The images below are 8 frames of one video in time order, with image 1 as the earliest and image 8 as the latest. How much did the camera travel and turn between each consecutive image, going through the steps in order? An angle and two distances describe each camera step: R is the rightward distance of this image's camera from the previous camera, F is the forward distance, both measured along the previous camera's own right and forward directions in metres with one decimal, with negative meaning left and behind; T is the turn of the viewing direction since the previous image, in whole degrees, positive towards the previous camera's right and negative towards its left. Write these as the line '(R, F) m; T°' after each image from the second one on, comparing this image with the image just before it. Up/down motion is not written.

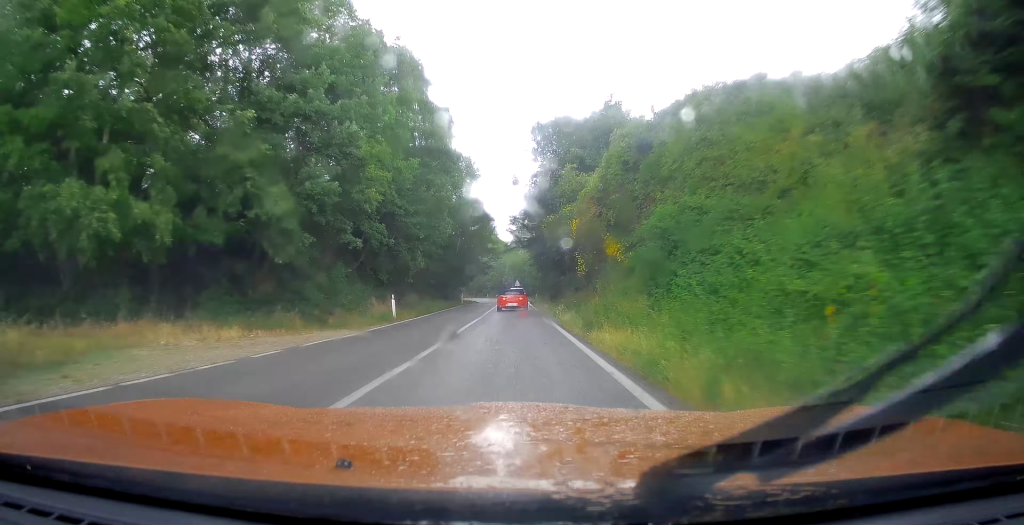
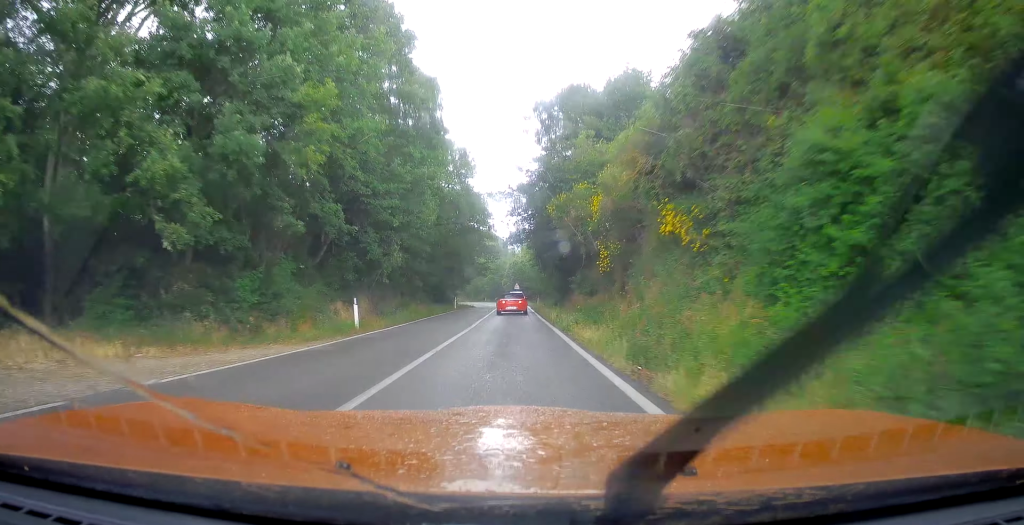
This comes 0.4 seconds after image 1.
(0.0, +6.4) m; 0°
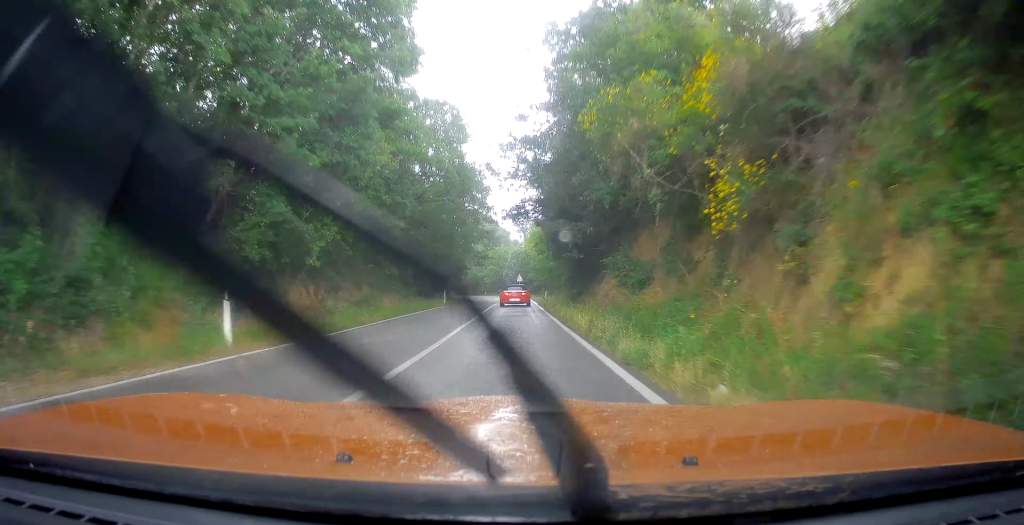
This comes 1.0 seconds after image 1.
(0.0, +9.6) m; 0°
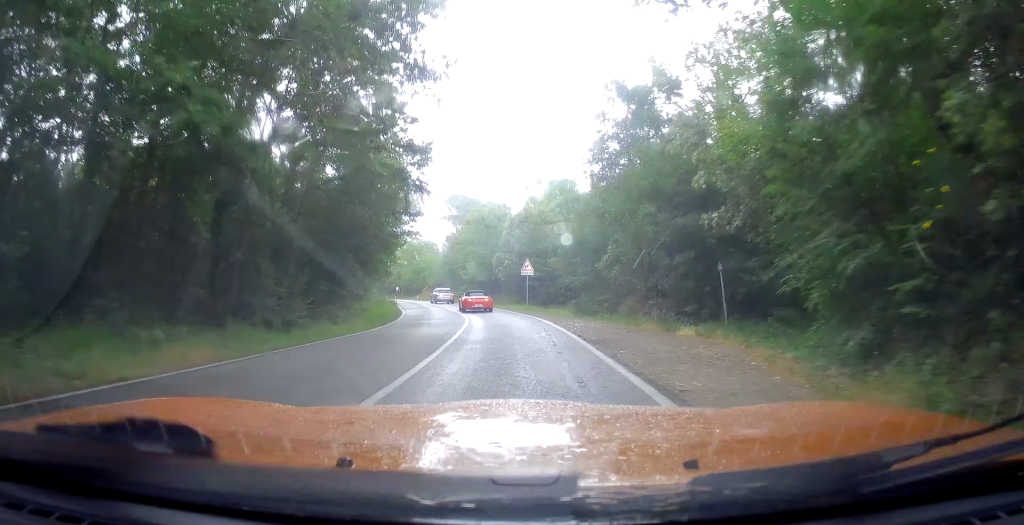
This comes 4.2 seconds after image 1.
(+0.7, +47.4) m; -2°
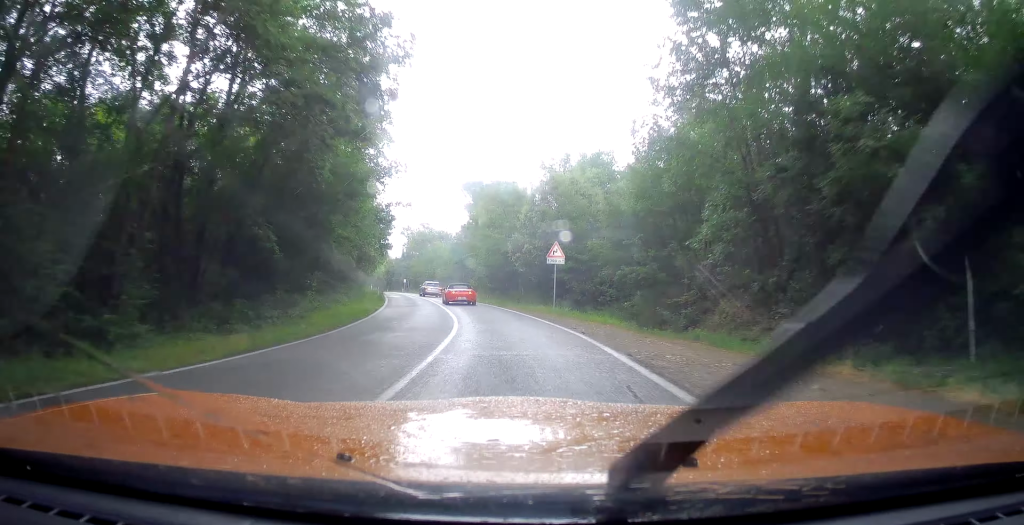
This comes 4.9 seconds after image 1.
(-0.3, +10.8) m; -3°
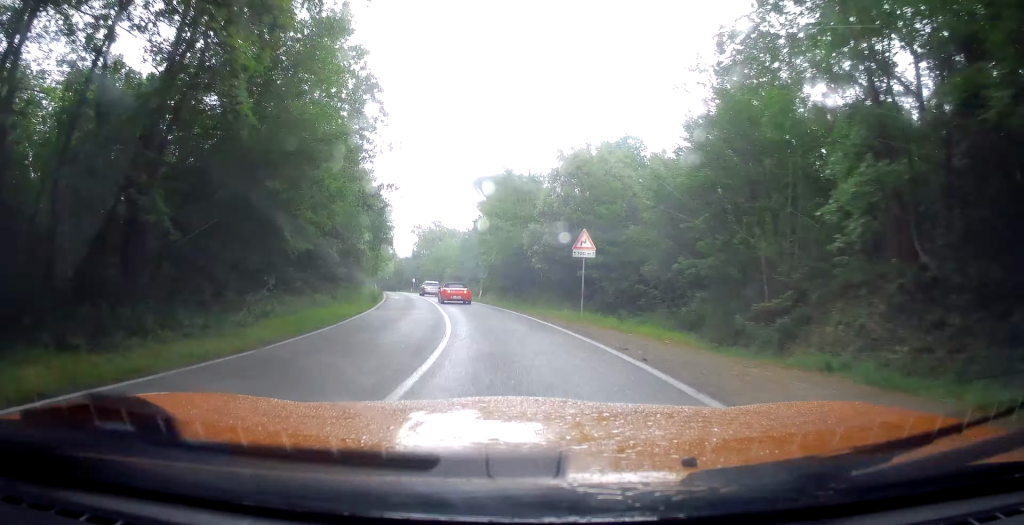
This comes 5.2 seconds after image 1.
(-0.1, +5.7) m; -1°
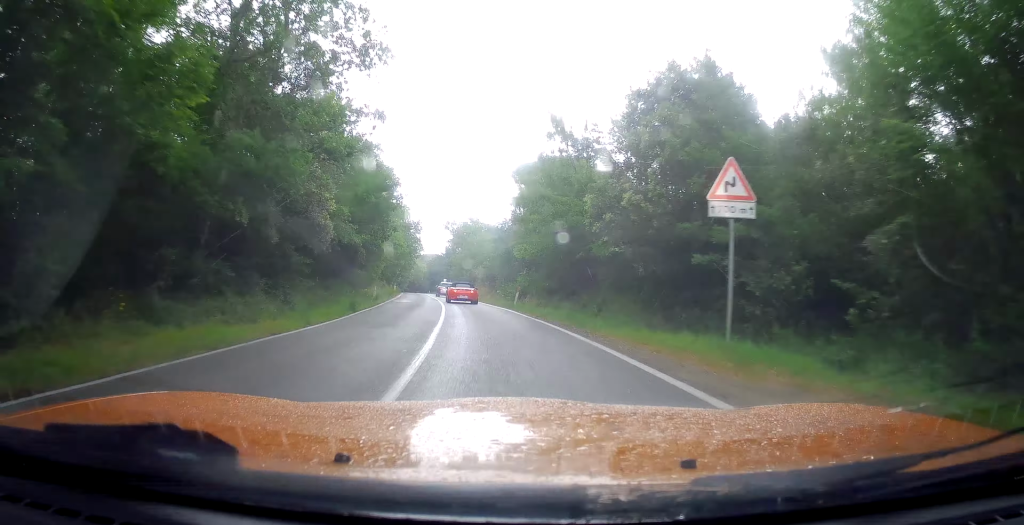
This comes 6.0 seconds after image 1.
(-0.2, +10.7) m; -2°
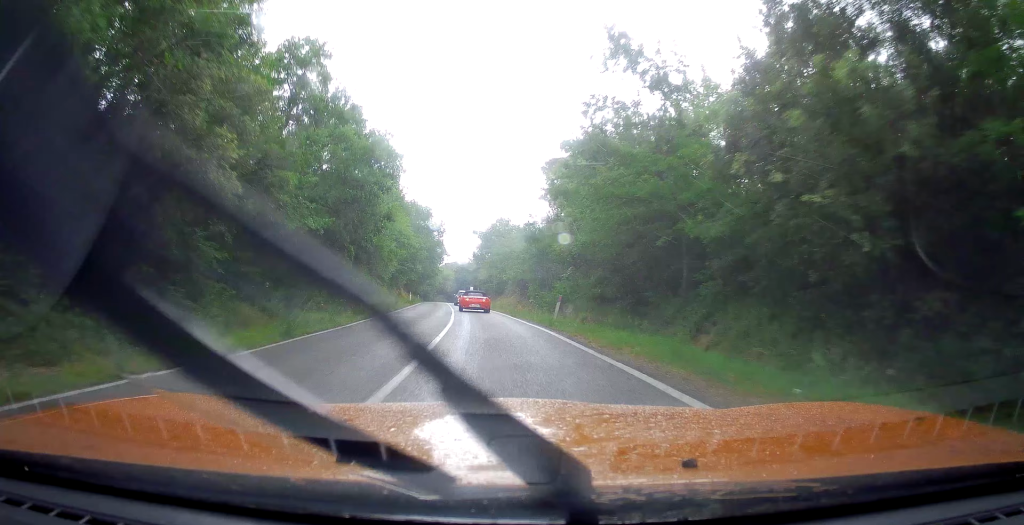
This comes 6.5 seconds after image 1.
(-0.1, +8.9) m; -2°
